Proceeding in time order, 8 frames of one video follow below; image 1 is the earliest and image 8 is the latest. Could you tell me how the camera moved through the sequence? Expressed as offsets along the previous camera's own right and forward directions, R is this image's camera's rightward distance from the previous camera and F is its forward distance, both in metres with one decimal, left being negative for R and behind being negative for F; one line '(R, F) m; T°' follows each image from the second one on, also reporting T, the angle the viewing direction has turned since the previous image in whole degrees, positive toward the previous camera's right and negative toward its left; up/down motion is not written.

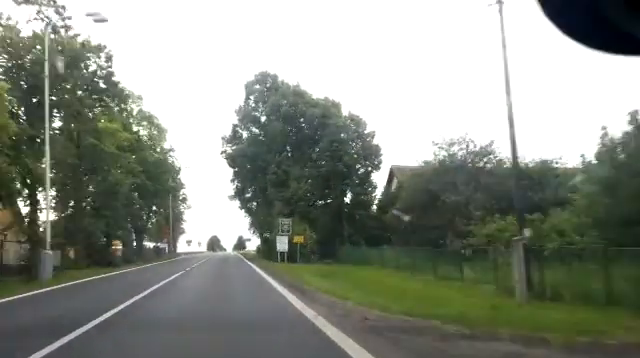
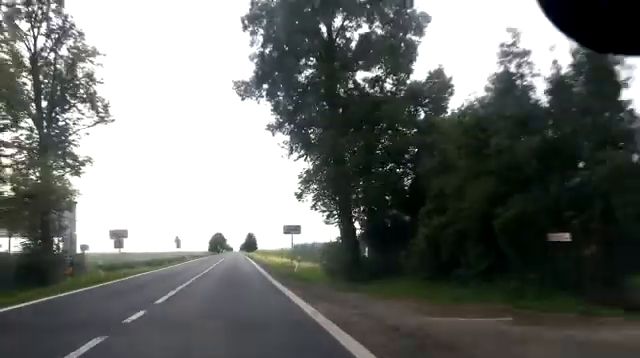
(+0.7, +57.8) m; 0°
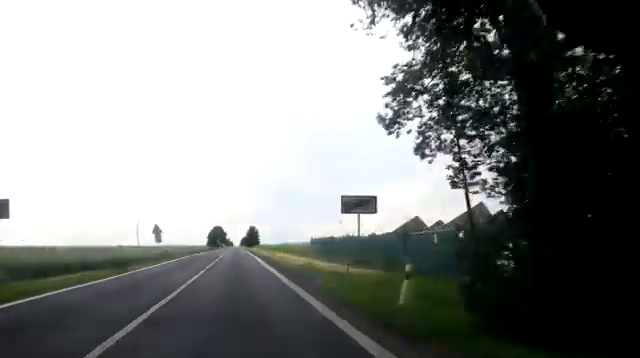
(-0.1, +15.7) m; 0°
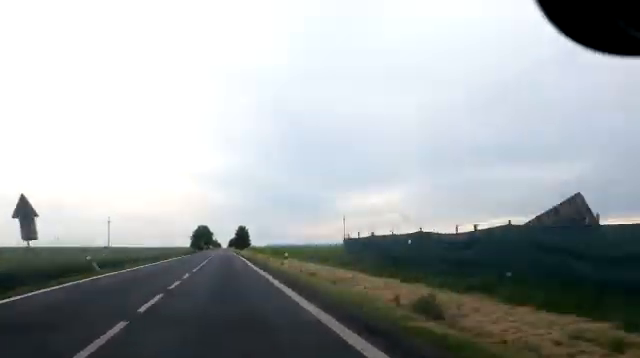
(+0.3, +24.1) m; +1°
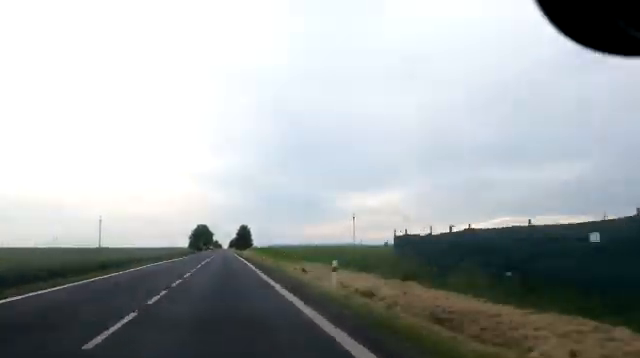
(+0.1, +11.9) m; 0°
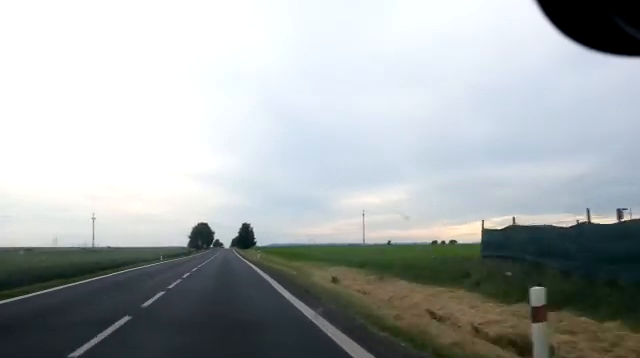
(0.0, +9.2) m; 0°
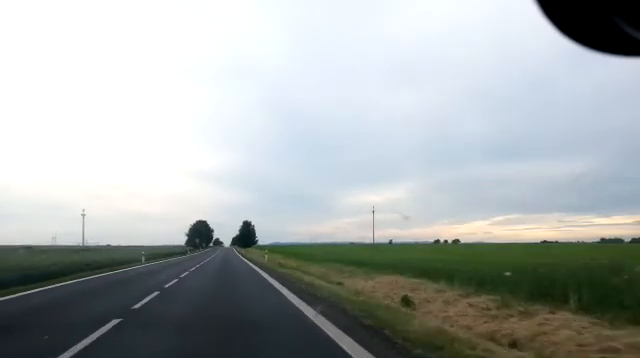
(0.0, +9.2) m; 0°
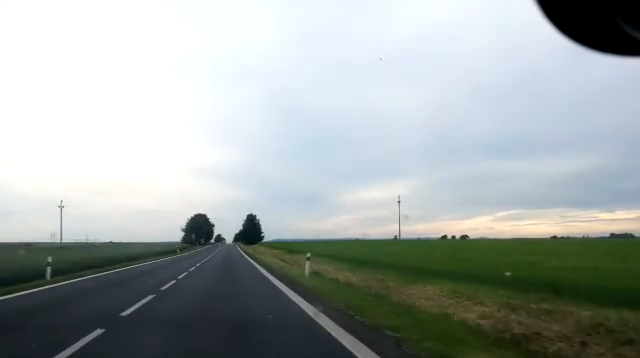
(+0.1, +18.5) m; -1°
